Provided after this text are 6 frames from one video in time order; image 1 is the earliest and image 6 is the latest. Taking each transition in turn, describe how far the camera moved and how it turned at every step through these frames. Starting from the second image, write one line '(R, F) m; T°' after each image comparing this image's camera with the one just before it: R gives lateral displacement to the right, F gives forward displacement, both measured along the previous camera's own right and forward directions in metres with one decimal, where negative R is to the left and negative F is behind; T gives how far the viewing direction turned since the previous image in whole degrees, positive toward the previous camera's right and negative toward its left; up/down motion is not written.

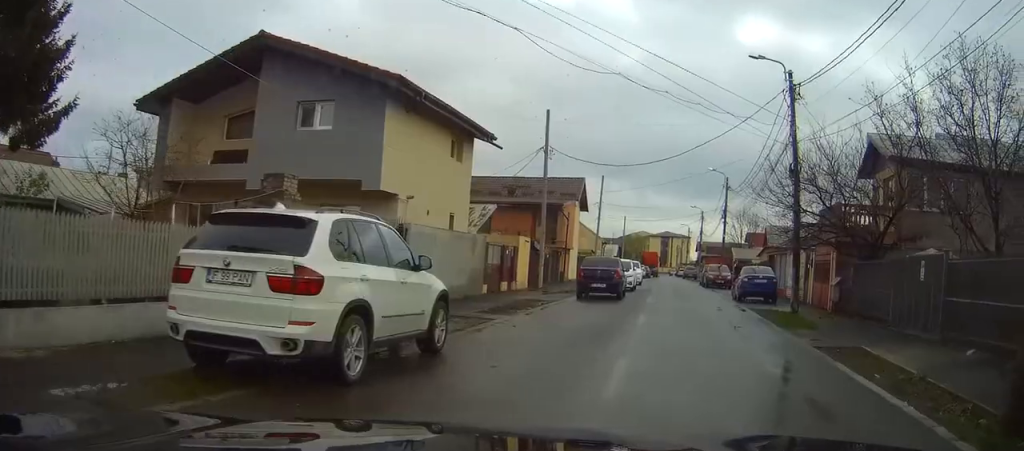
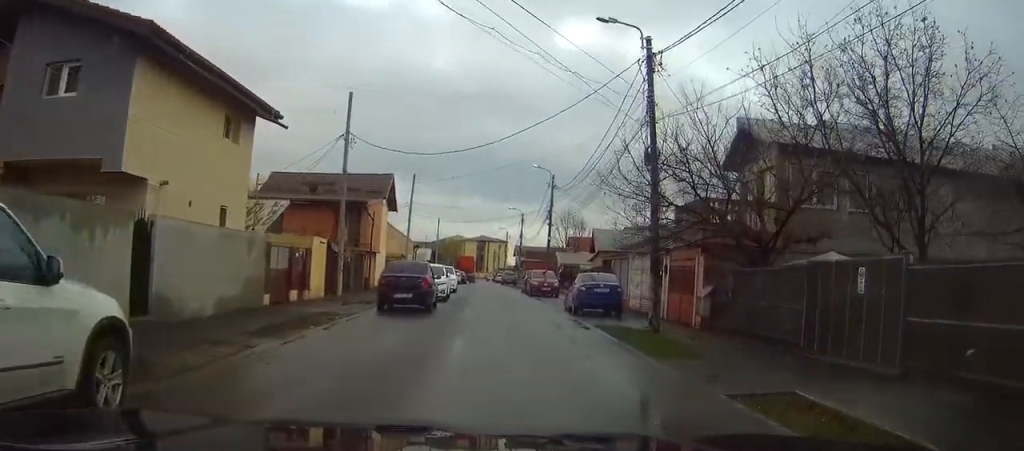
(+0.3, +3.9) m; +7°
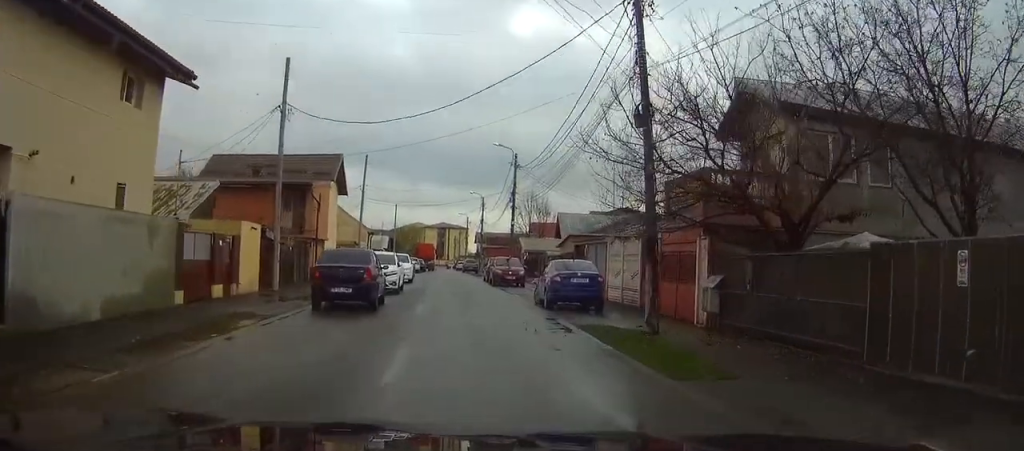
(0.0, +3.2) m; +2°
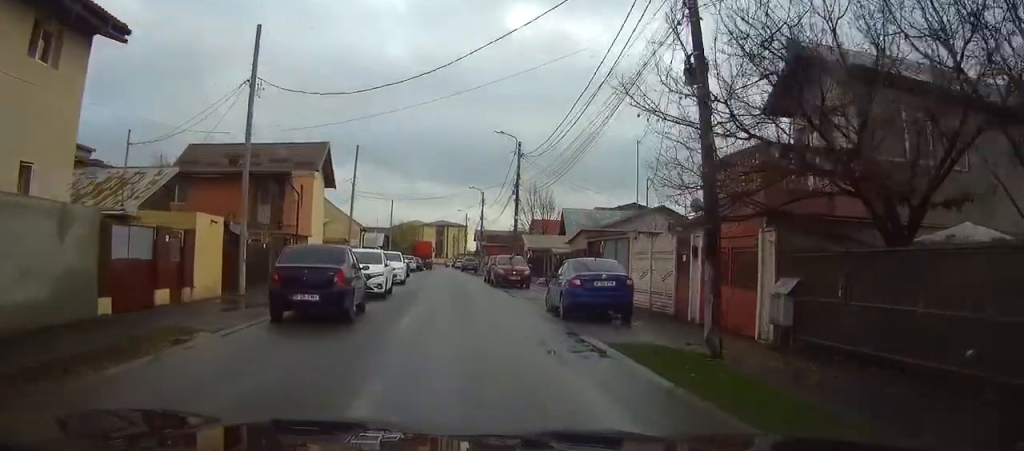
(0.0, +3.1) m; +2°
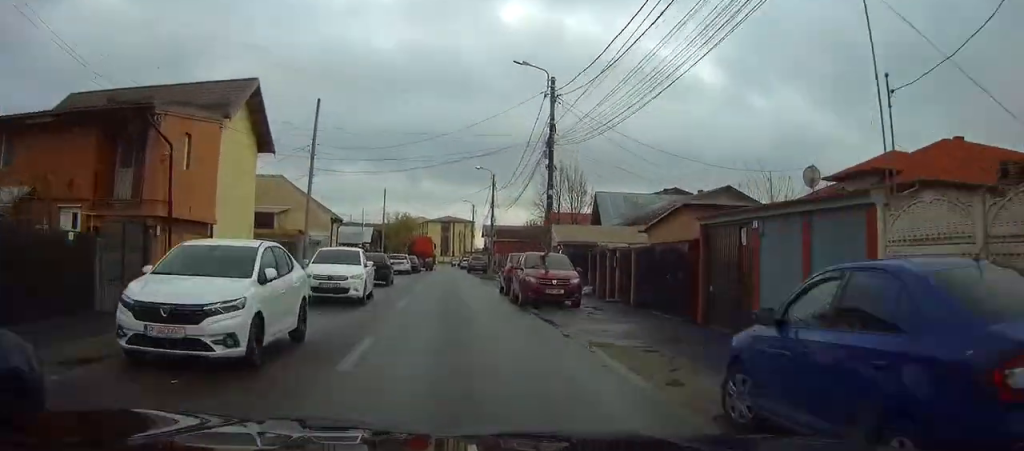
(+1.3, +12.5) m; +10°
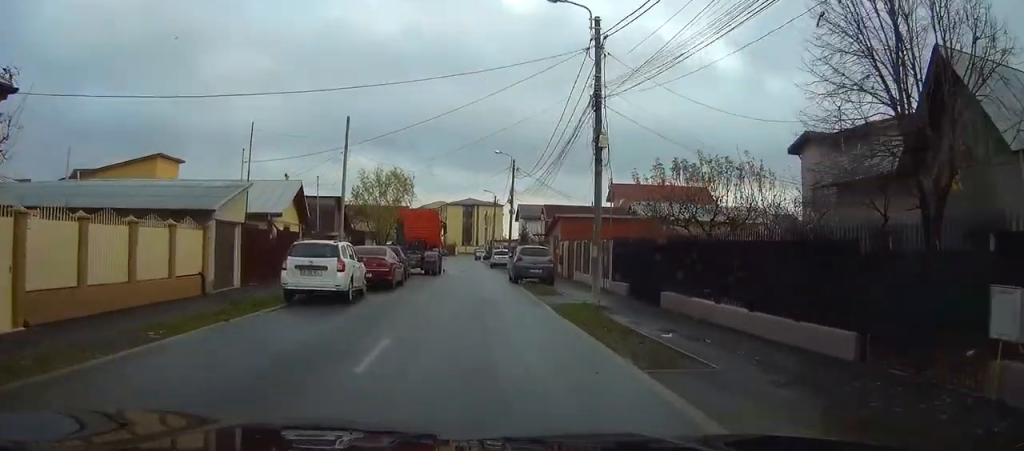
(+0.4, +36.1) m; 0°
